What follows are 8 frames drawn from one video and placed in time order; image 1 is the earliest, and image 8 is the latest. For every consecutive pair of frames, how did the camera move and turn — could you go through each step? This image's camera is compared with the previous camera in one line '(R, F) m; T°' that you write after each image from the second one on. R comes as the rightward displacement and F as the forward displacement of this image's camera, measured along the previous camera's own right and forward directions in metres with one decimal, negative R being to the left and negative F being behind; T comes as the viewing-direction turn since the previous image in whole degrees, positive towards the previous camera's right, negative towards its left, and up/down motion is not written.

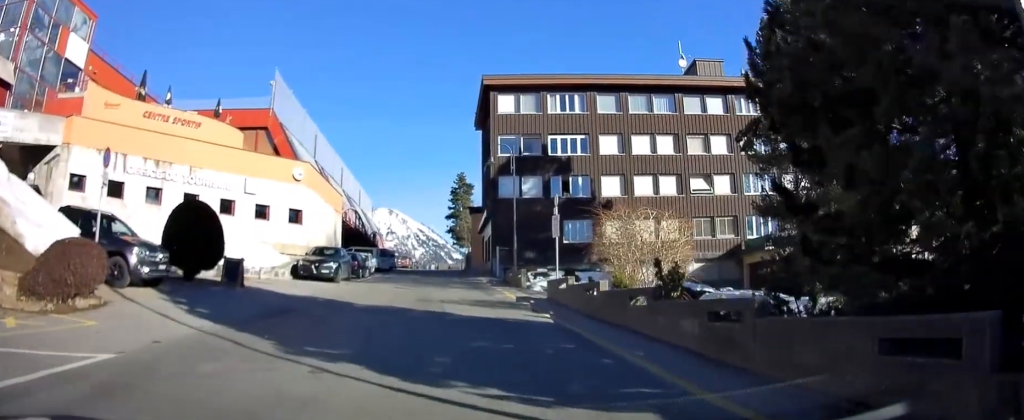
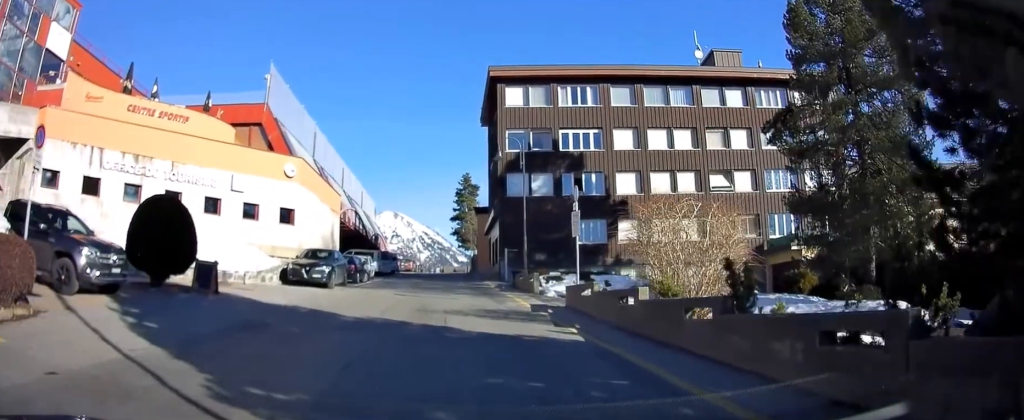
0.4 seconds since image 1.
(0.0, +2.4) m; -1°
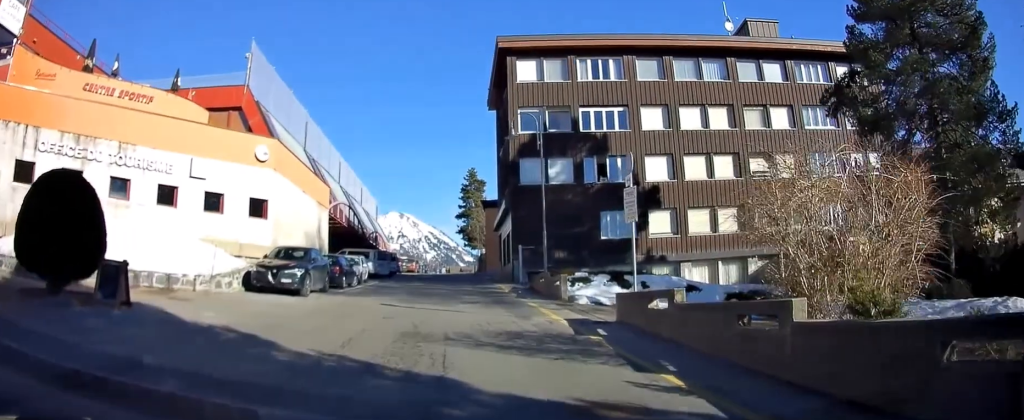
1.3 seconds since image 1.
(-0.2, +4.9) m; -2°
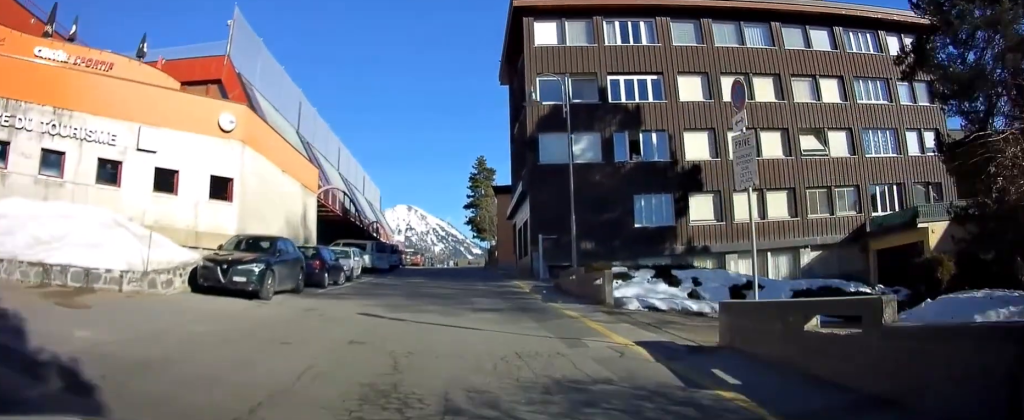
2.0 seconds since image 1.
(0.0, +4.5) m; +1°
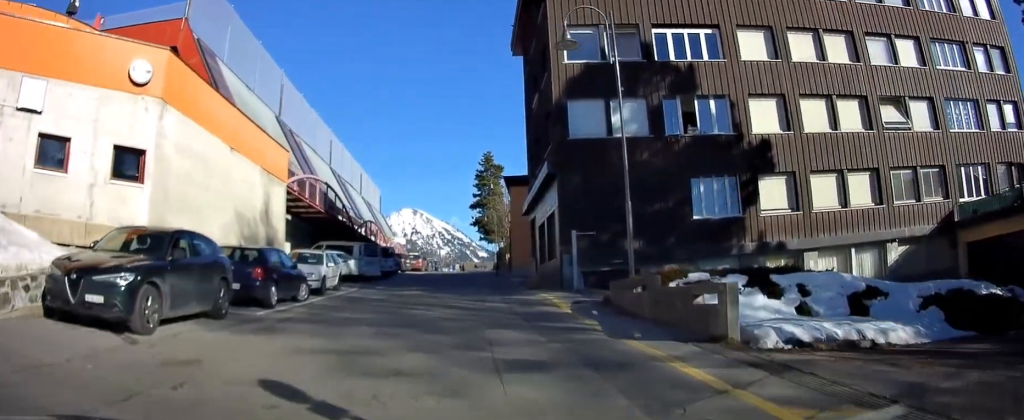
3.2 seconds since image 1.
(+0.2, +6.5) m; +1°
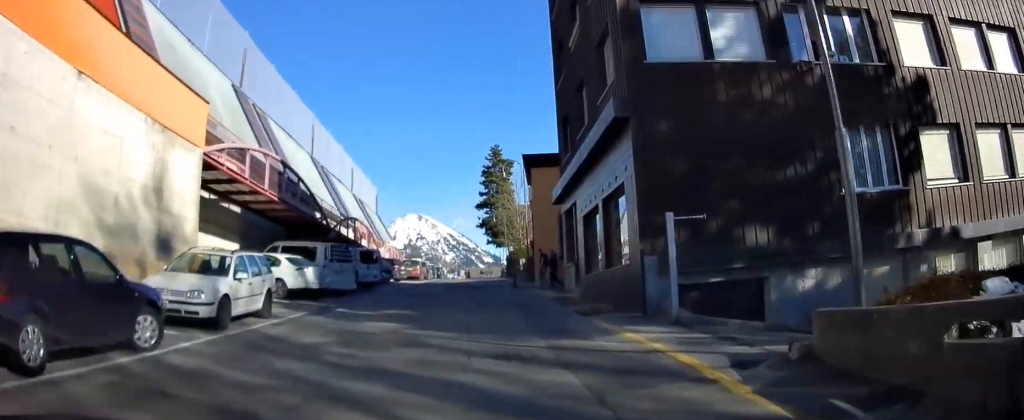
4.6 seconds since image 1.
(-0.4, +8.3) m; -6°
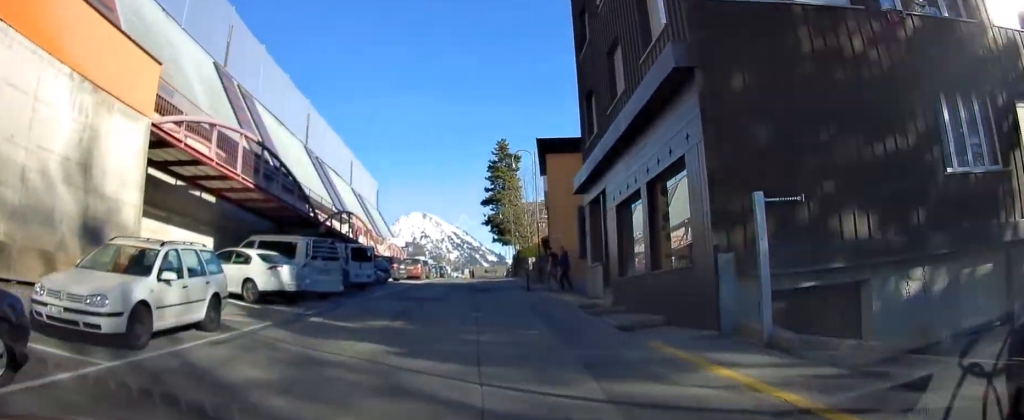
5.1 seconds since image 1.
(-0.1, +3.2) m; -2°
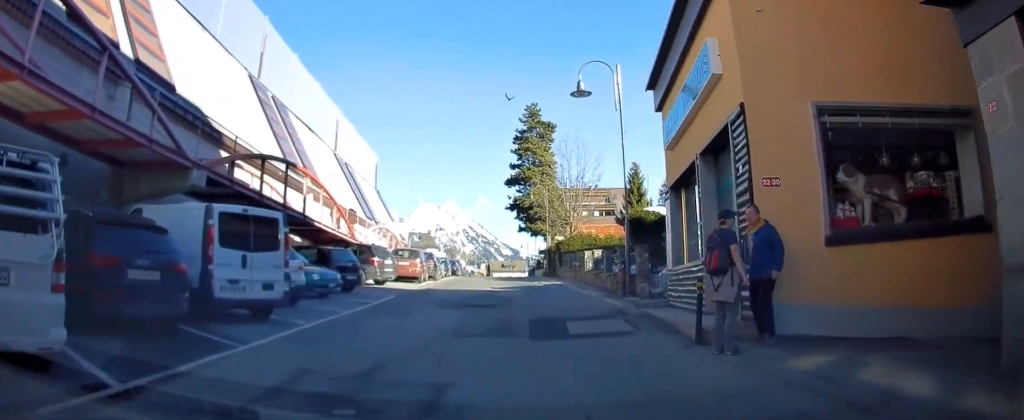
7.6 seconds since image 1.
(+0.2, +15.1) m; +4°
